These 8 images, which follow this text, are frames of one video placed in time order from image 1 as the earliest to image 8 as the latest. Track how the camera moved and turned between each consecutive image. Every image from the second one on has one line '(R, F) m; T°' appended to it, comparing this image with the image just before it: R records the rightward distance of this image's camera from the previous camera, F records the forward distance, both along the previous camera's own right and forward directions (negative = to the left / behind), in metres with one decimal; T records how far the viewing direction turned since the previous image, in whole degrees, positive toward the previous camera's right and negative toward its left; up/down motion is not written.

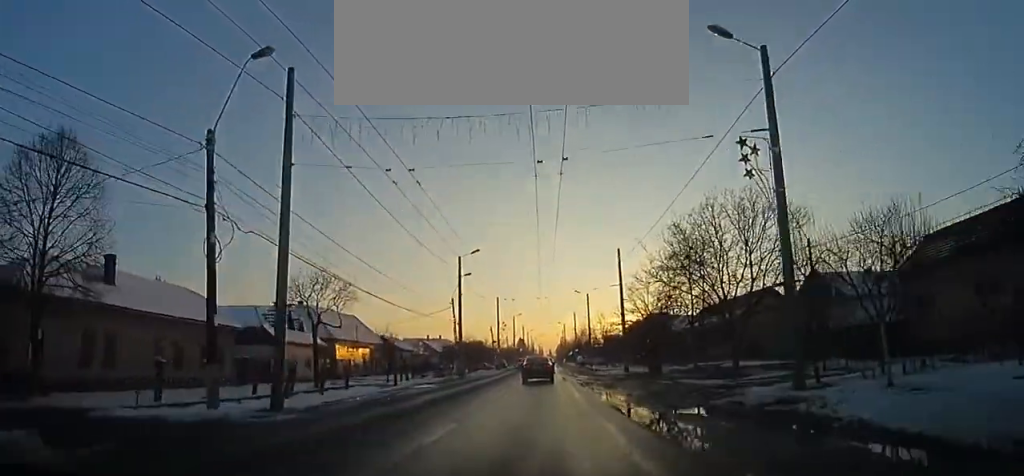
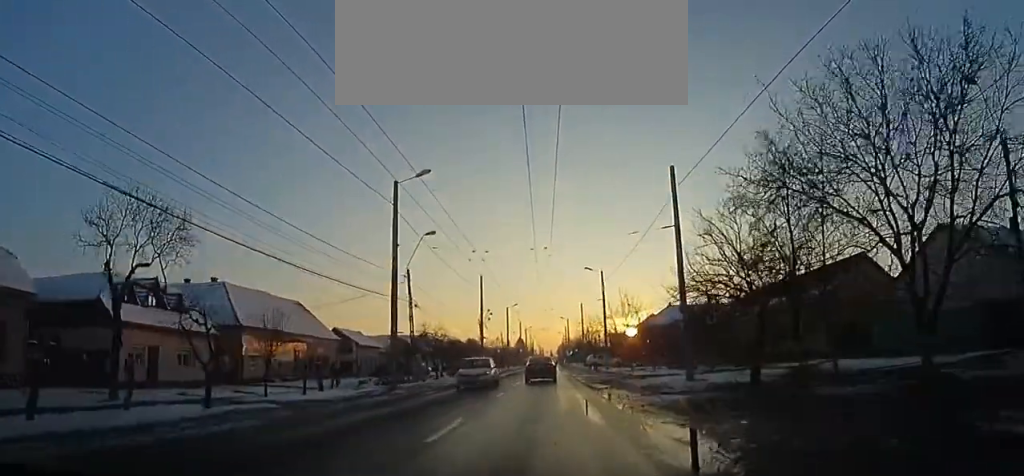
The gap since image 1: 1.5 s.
(+0.1, +17.3) m; +1°
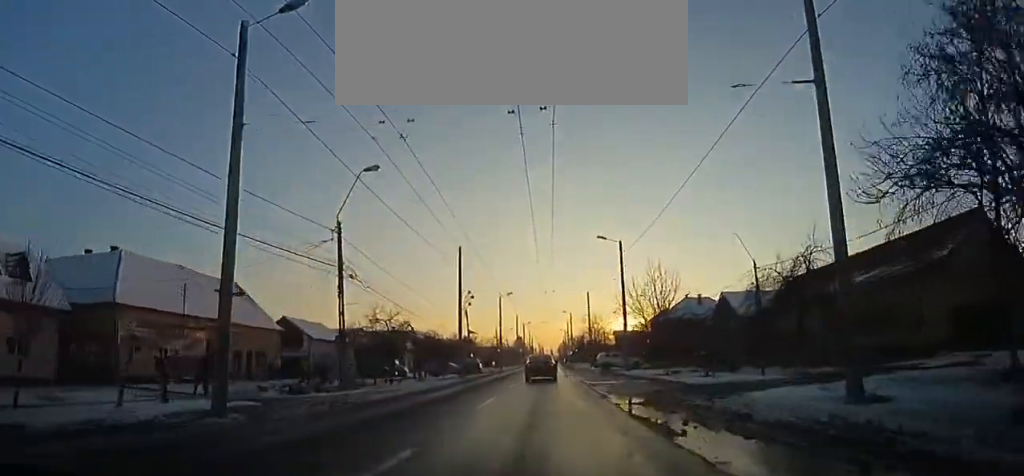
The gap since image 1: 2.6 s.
(+1.0, +12.3) m; 0°
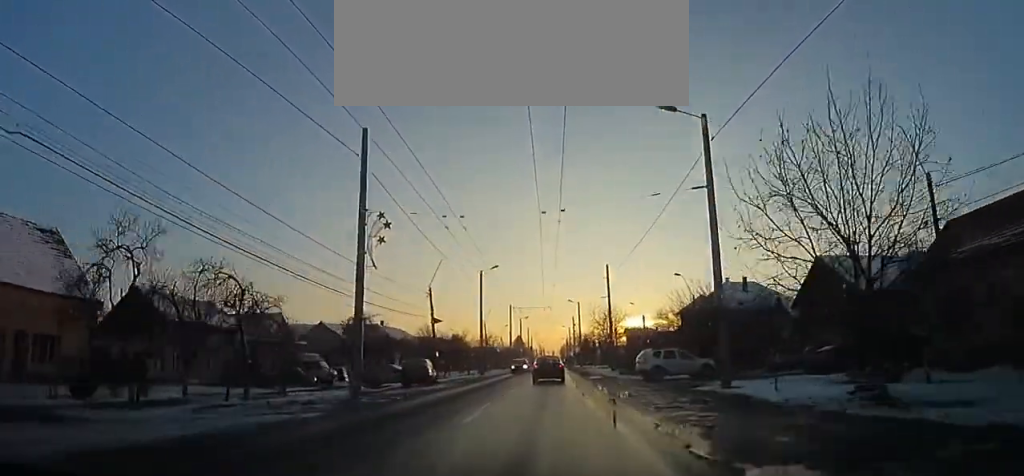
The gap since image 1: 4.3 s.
(-1.1, +20.1) m; 0°
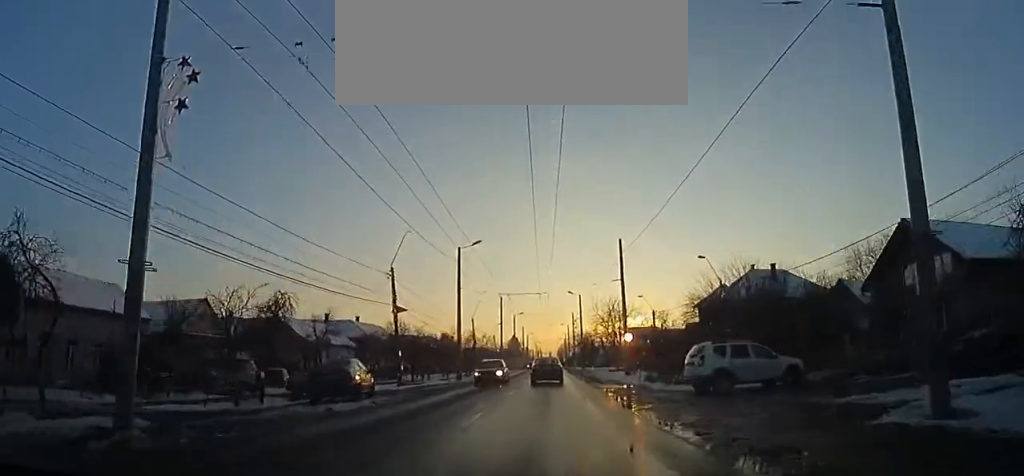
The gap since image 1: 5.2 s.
(-0.2, +10.0) m; 0°
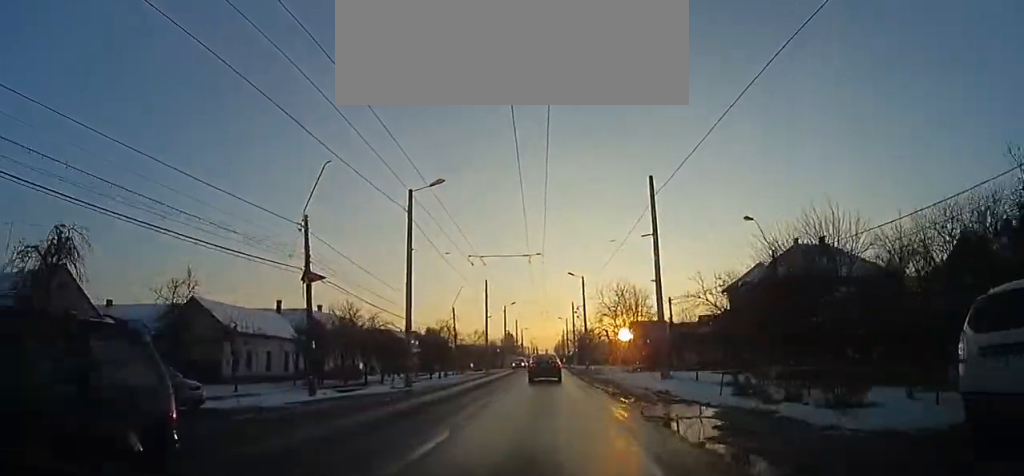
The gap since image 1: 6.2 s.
(+0.9, +12.2) m; +1°
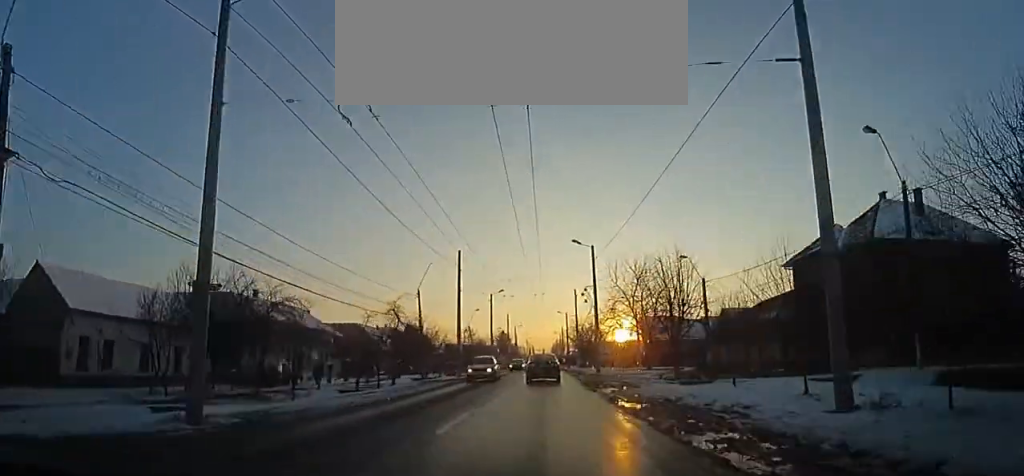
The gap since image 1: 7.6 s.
(+0.2, +15.1) m; 0°
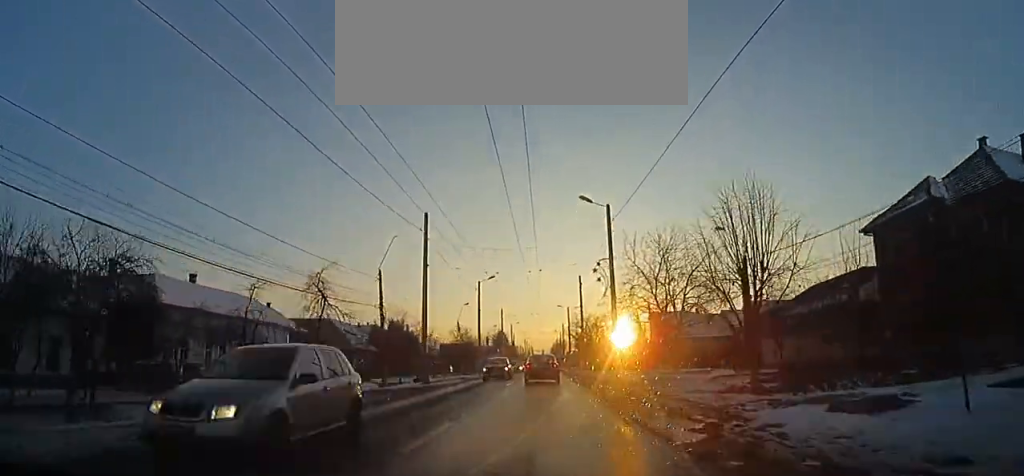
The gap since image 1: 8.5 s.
(-0.2, +10.8) m; -1°
